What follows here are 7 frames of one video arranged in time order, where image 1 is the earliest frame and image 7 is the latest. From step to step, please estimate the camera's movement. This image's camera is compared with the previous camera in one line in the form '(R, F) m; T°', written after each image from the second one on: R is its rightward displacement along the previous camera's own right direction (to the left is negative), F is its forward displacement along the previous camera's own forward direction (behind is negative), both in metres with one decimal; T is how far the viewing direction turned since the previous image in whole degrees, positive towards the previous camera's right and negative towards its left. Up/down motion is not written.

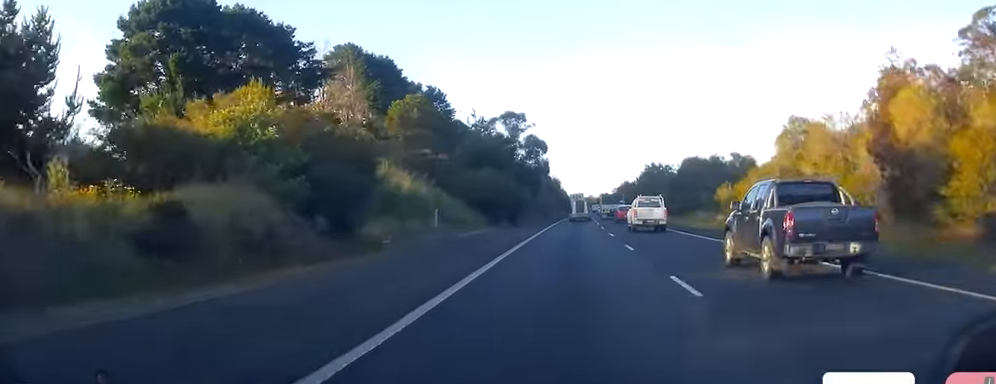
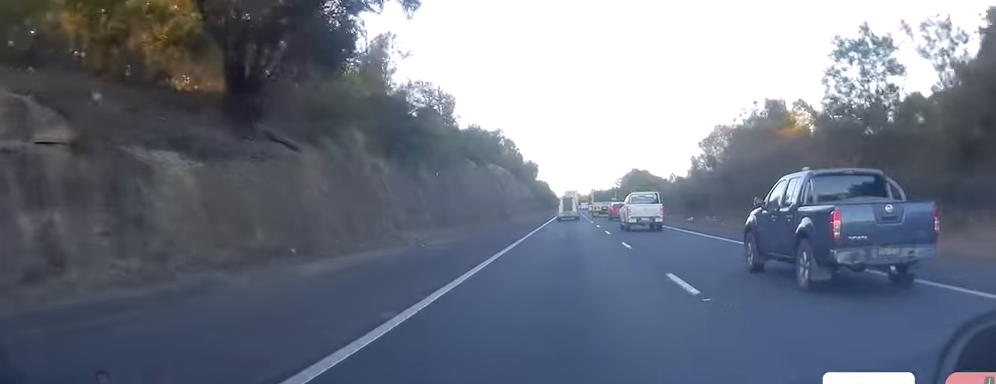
(+1.7, +84.7) m; +2°
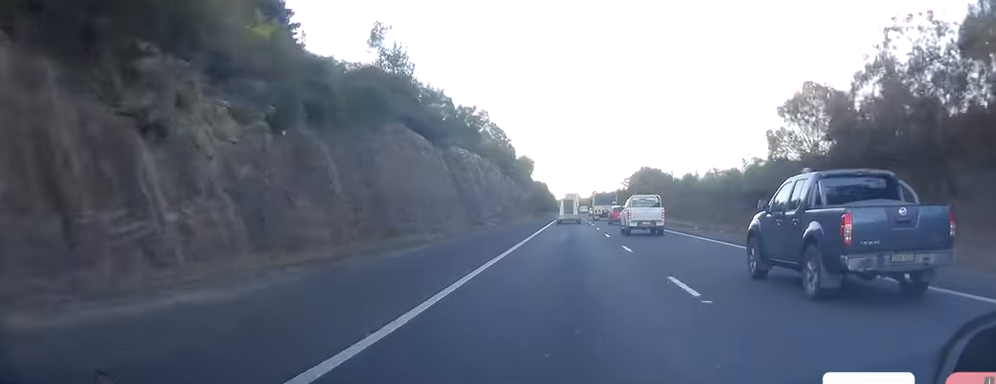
(+0.4, +24.0) m; 0°
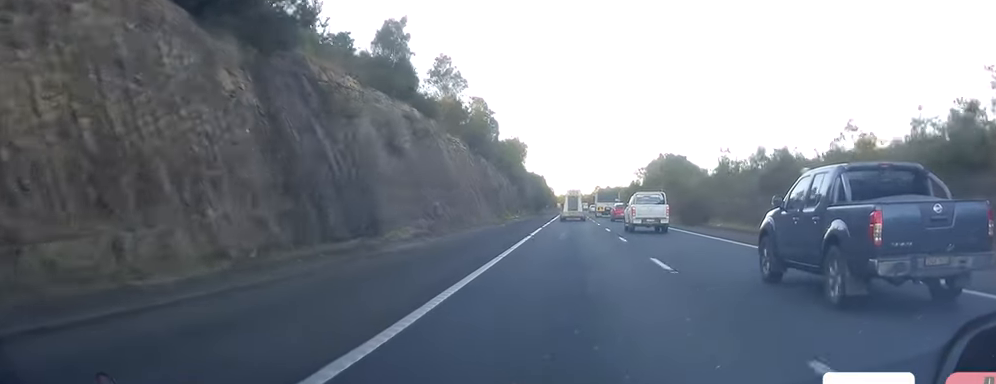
(-0.3, +31.9) m; -1°
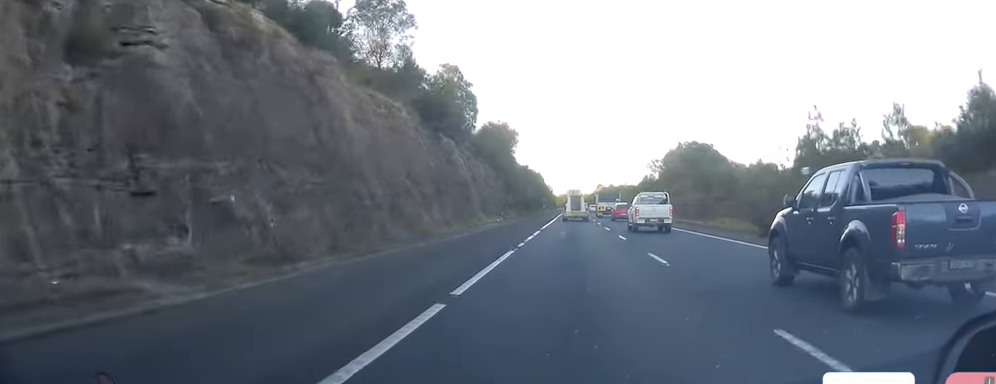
(+0.1, +22.6) m; 0°
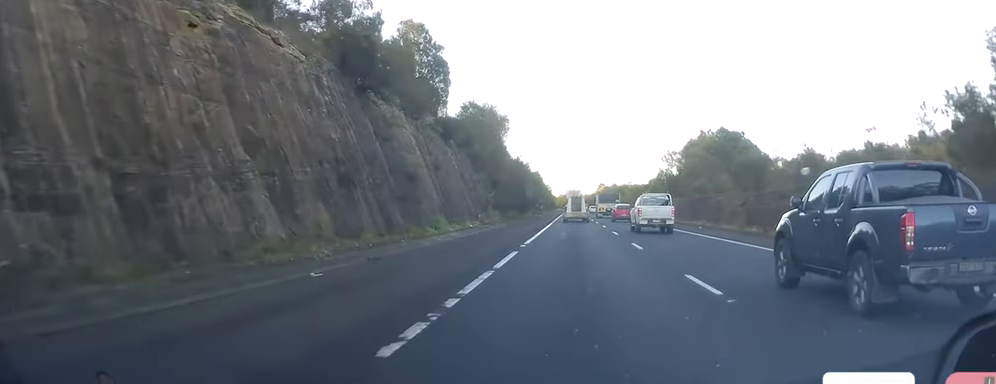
(+0.1, +17.9) m; +1°
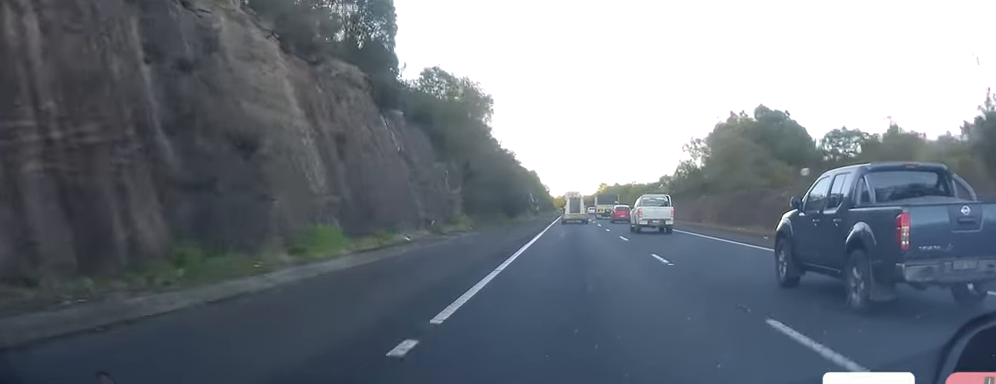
(-0.1, +17.7) m; +1°
